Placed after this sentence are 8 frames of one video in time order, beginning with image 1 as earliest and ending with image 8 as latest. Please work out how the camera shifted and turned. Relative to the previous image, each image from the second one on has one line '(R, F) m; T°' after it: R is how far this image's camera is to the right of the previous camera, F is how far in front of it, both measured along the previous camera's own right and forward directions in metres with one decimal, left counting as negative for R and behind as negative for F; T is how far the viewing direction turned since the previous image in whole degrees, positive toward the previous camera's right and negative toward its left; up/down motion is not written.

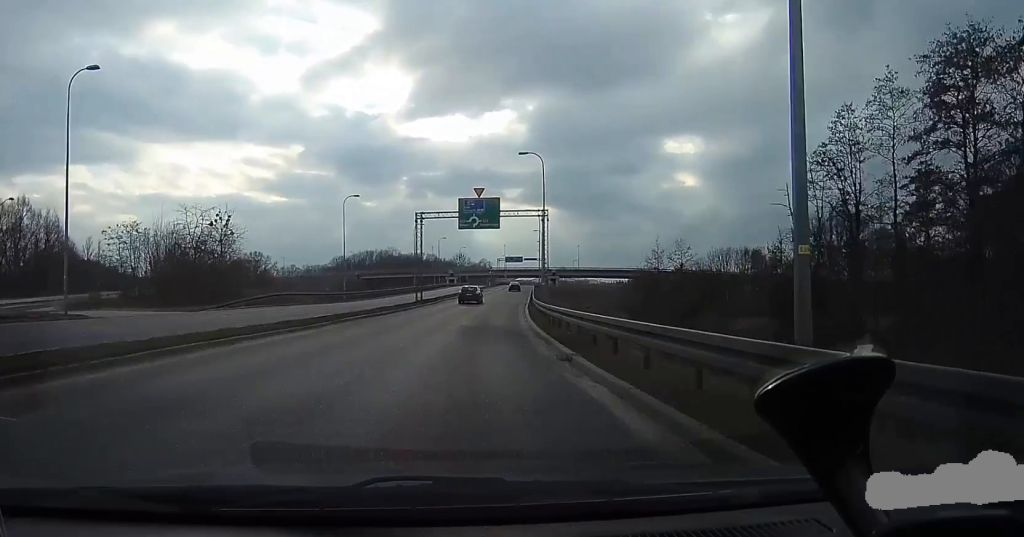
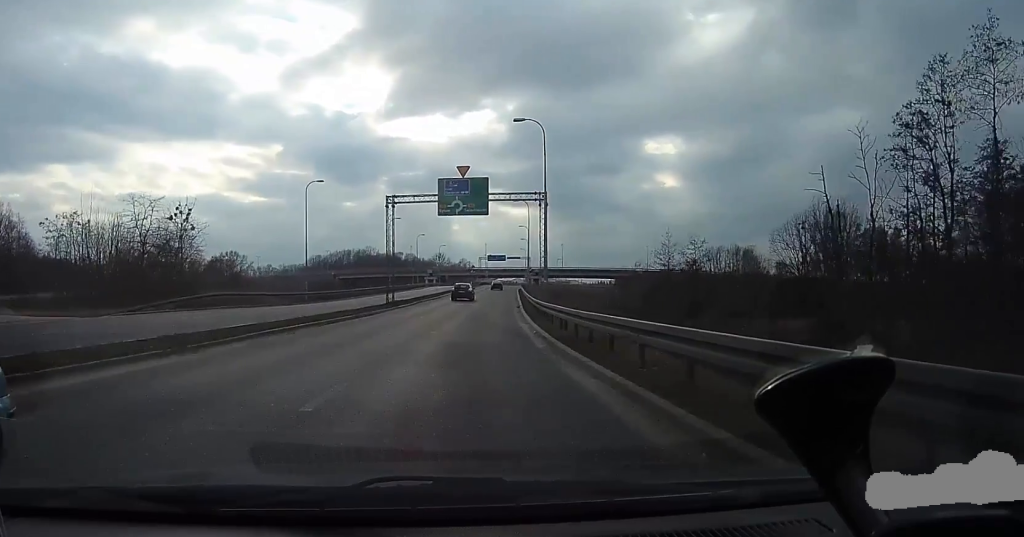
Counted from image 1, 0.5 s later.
(+0.9, +7.5) m; +3°
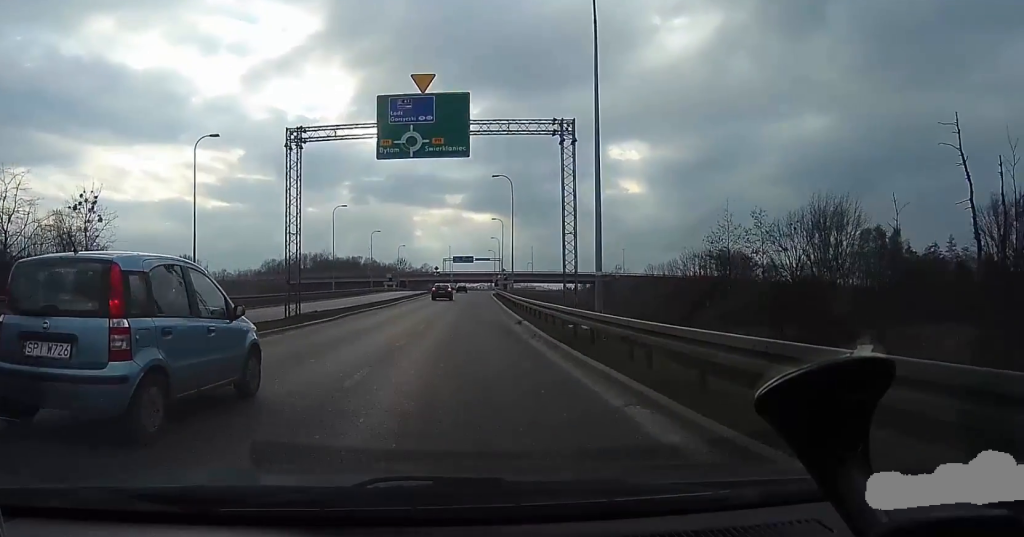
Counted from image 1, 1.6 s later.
(+0.9, +16.1) m; +3°
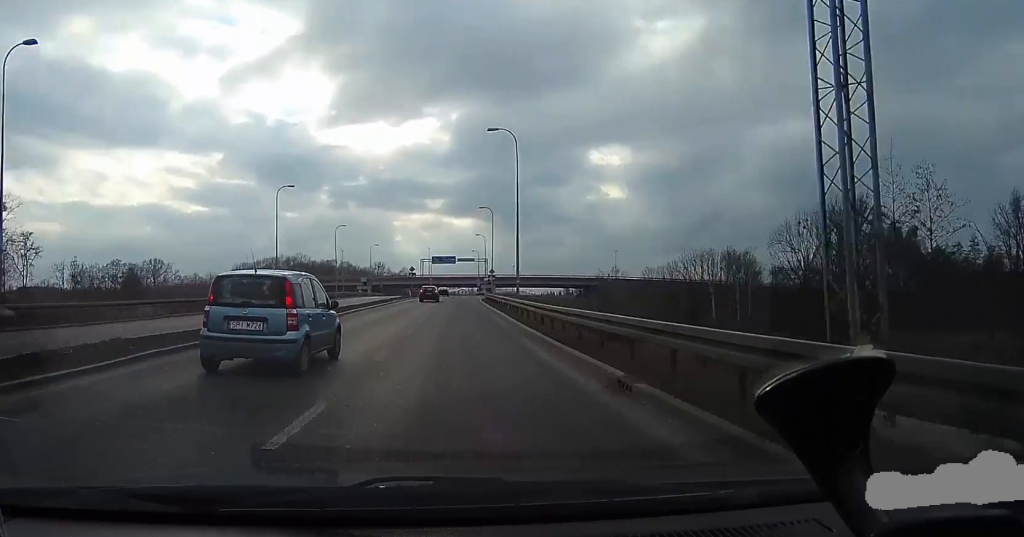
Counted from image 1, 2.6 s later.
(0.0, +14.9) m; -1°
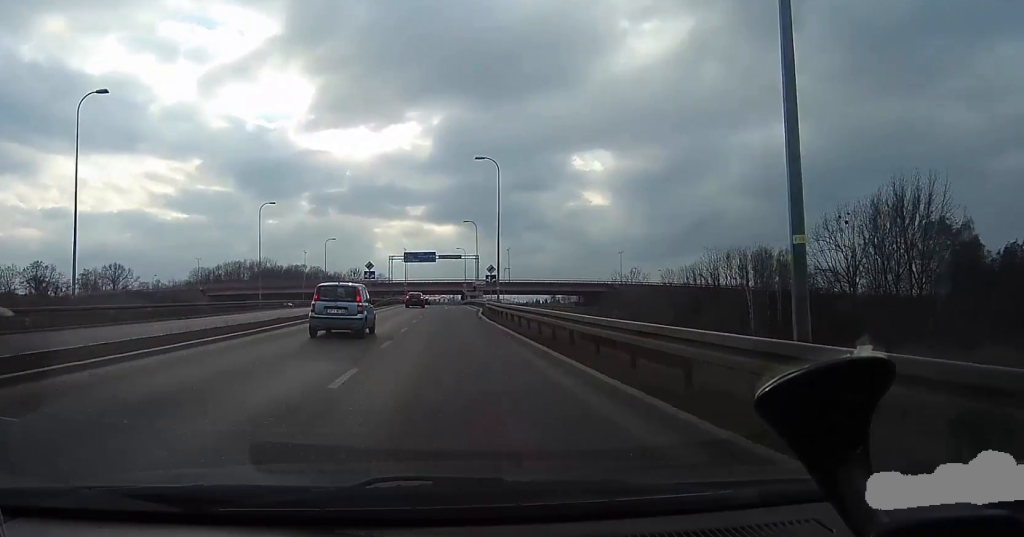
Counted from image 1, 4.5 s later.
(-0.4, +27.0) m; +2°
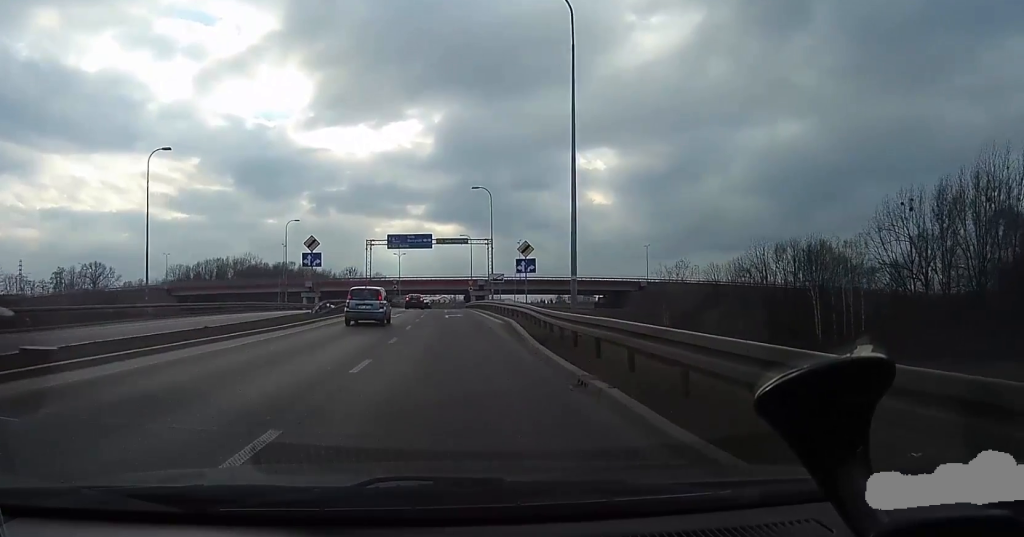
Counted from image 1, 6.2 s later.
(+1.3, +22.7) m; +1°
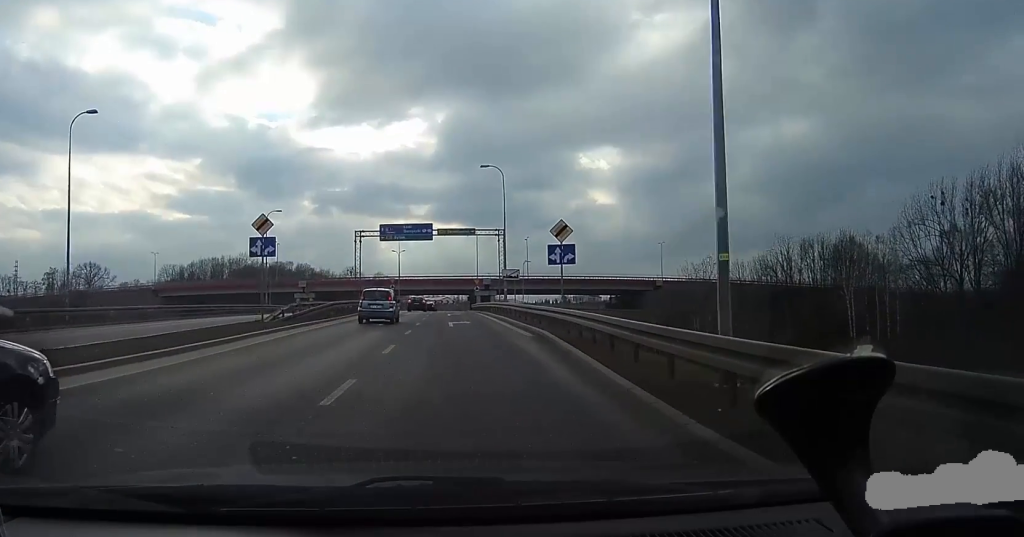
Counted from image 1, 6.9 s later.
(-0.9, +8.6) m; -1°
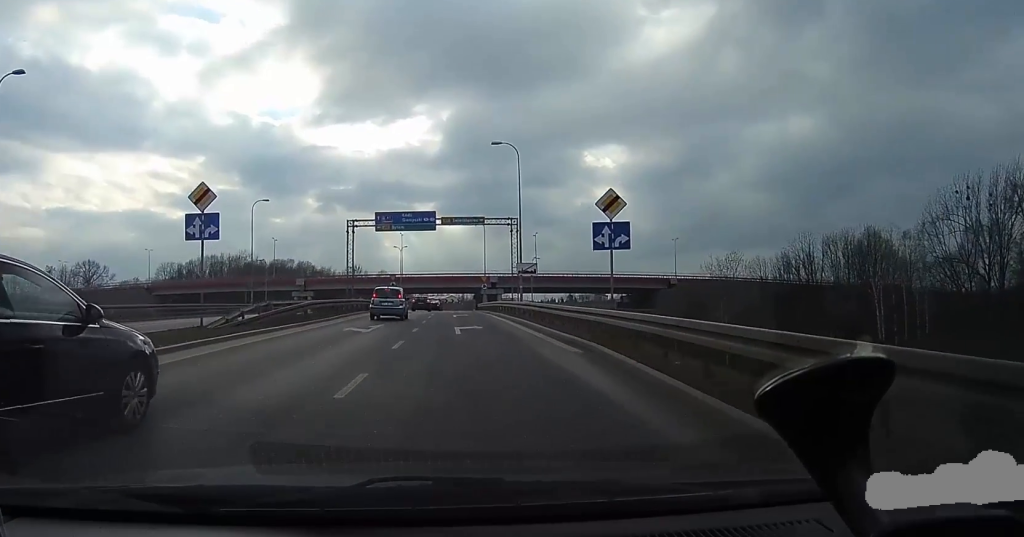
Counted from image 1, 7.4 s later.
(+0.3, +5.7) m; -1°
